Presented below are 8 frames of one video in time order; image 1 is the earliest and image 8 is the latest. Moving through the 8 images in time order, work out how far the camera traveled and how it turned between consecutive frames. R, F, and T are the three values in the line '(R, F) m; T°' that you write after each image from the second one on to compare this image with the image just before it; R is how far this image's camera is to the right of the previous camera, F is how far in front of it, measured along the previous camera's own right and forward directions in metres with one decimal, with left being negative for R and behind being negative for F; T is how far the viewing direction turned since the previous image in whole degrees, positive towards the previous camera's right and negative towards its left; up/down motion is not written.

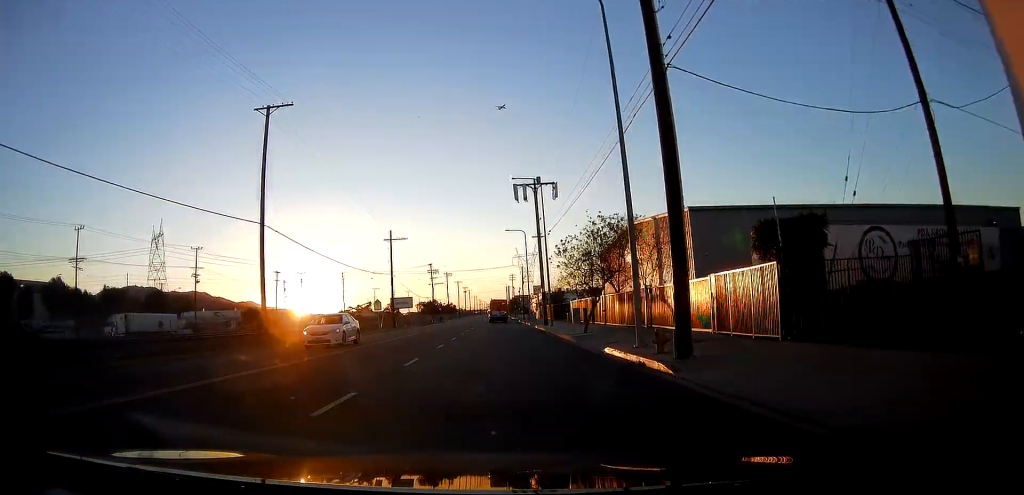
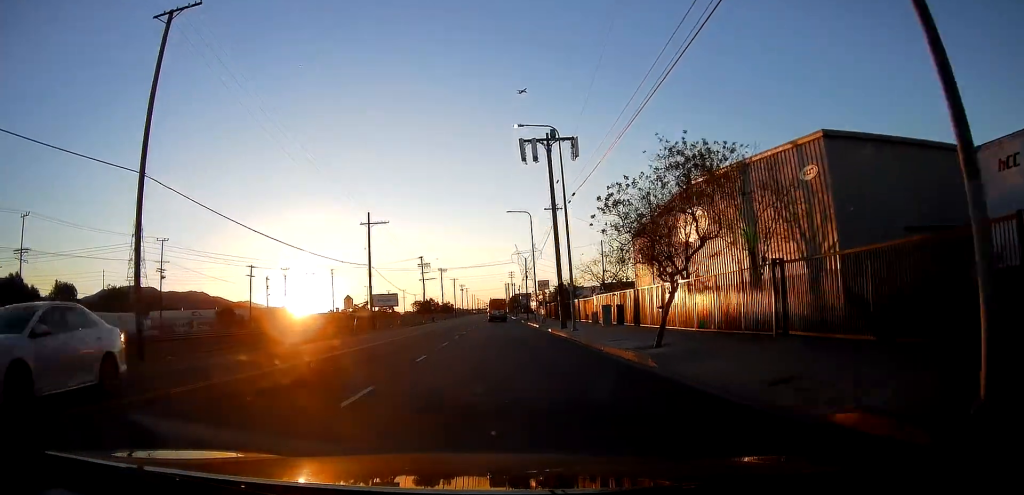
(-0.3, +14.2) m; 0°
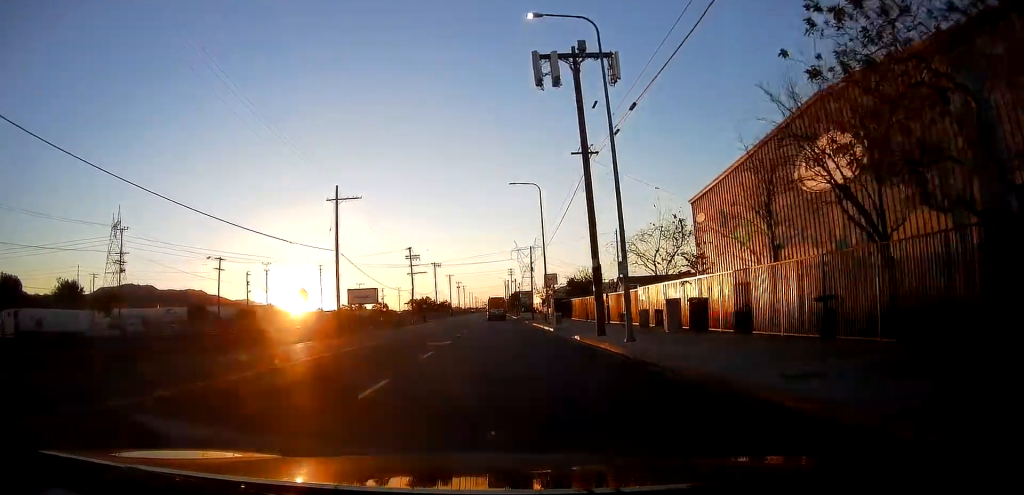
(+0.3, +14.2) m; +1°
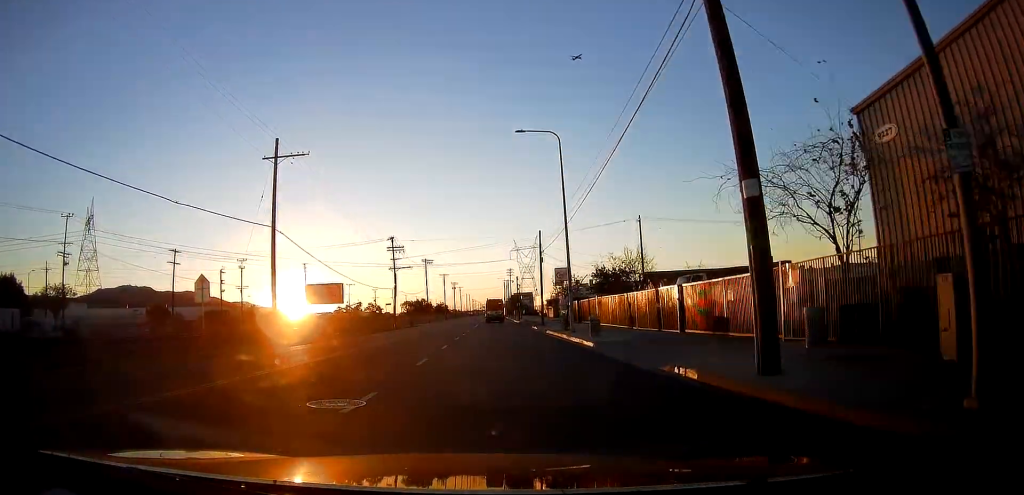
(+0.1, +16.2) m; 0°
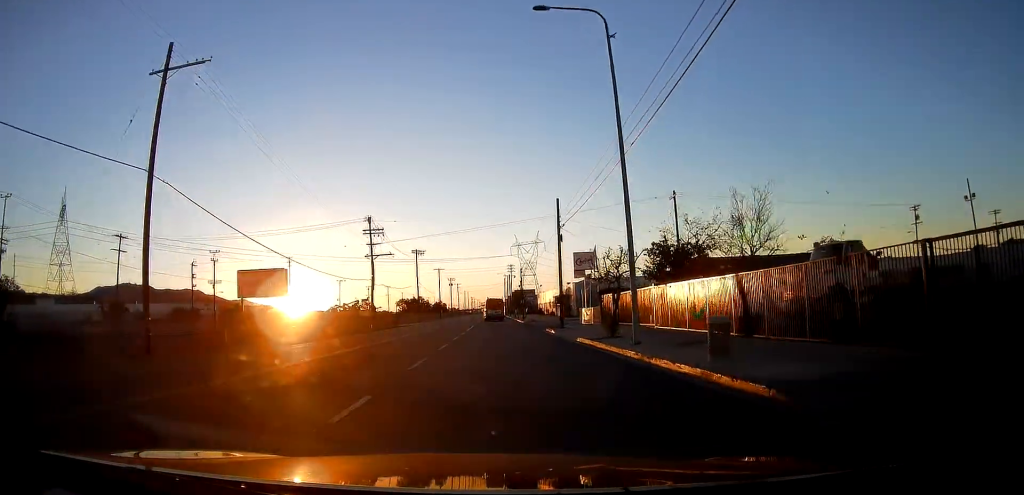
(0.0, +15.4) m; -1°
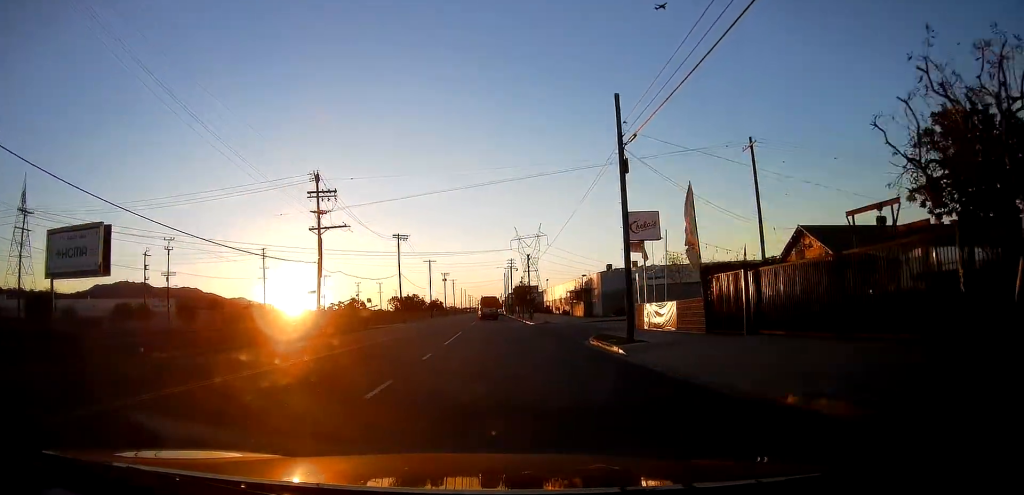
(-0.6, +19.9) m; -3°
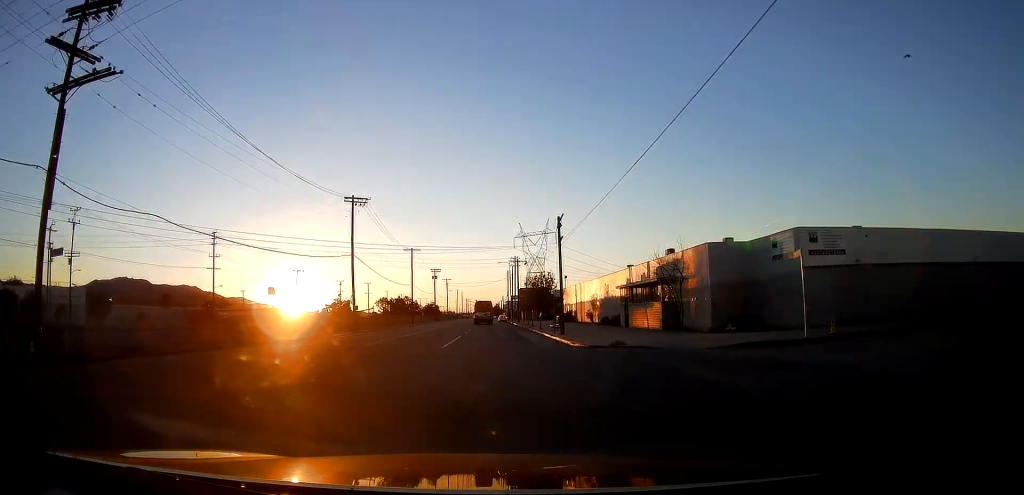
(+0.5, +30.9) m; +1°
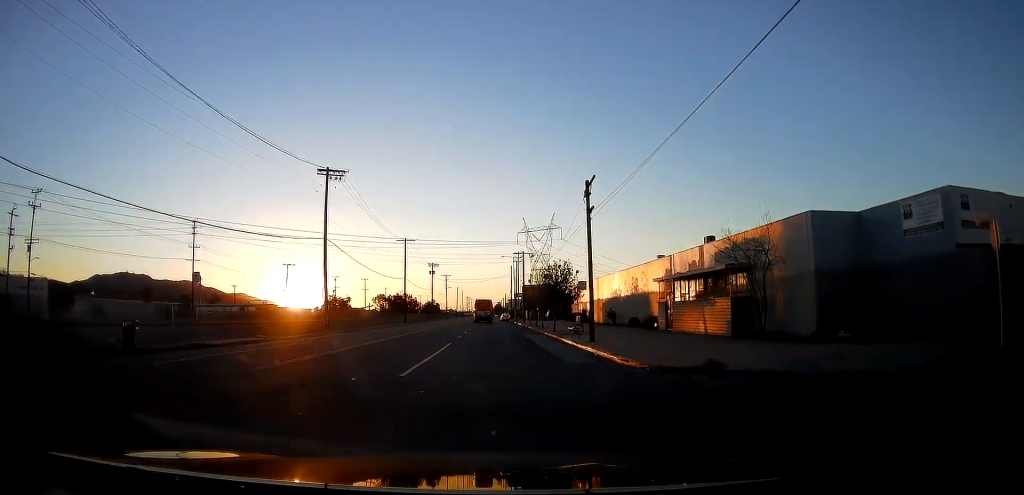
(-0.1, +10.7) m; 0°
